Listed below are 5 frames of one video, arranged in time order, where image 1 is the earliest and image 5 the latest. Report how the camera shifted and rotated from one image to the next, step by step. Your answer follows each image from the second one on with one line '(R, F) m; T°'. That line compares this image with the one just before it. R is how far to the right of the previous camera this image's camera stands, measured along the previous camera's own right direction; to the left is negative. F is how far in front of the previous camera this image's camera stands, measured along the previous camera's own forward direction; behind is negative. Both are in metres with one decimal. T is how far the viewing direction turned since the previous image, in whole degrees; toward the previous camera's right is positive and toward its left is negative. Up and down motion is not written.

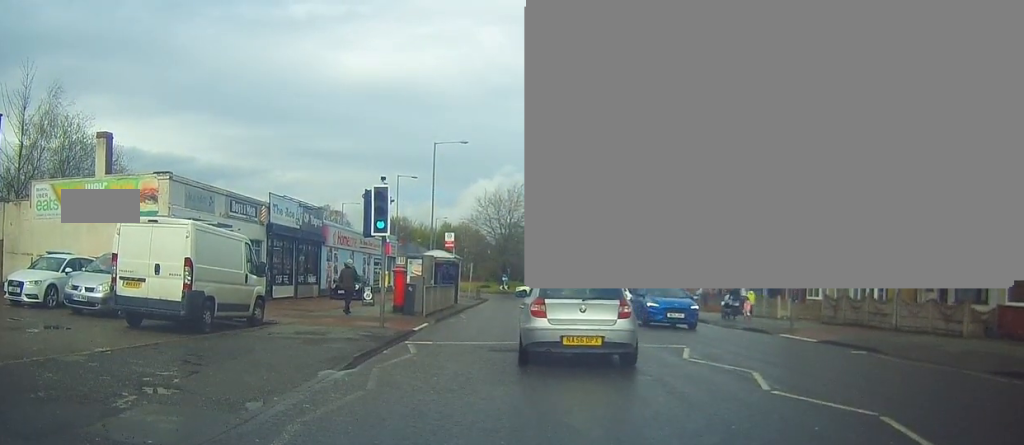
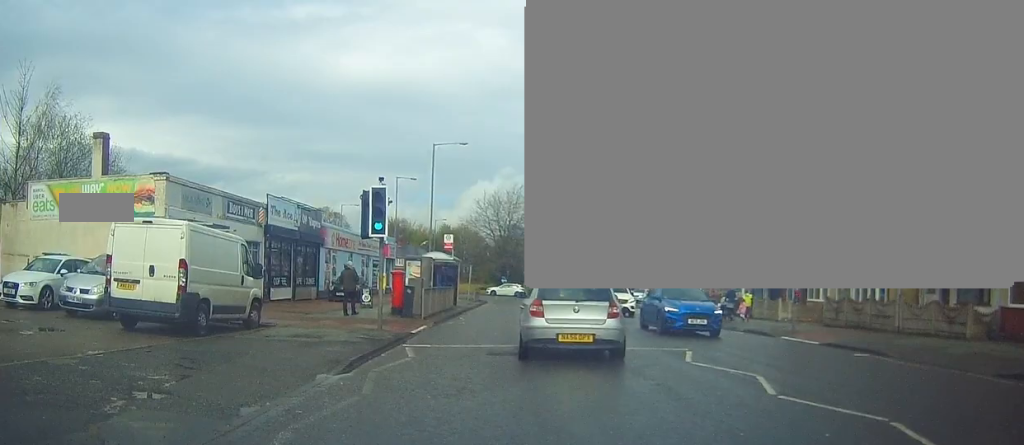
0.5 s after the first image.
(0.0, +0.2) m; 0°
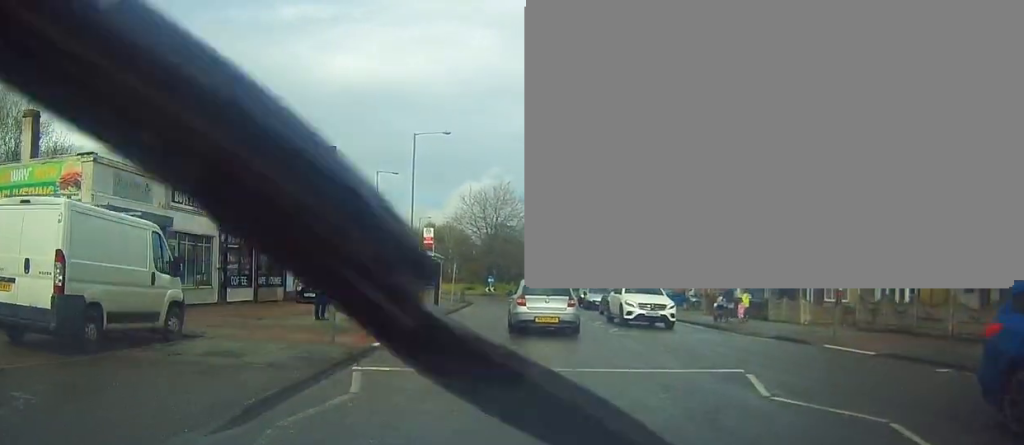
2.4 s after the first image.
(-0.1, +3.2) m; +2°
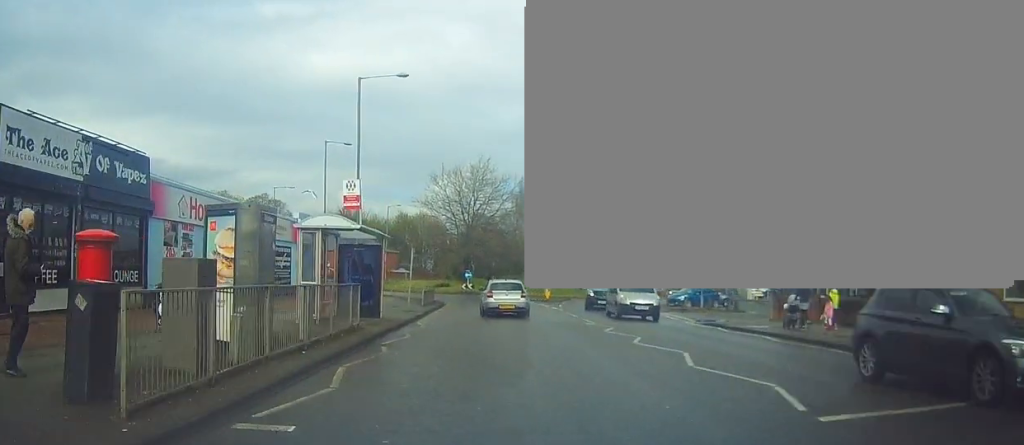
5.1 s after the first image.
(+0.1, +12.5) m; -1°
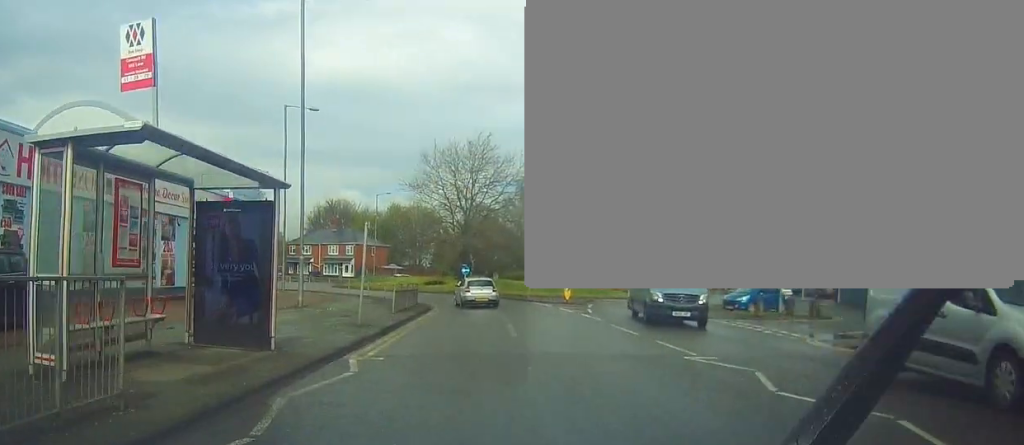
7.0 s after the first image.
(0.0, +10.6) m; 0°
